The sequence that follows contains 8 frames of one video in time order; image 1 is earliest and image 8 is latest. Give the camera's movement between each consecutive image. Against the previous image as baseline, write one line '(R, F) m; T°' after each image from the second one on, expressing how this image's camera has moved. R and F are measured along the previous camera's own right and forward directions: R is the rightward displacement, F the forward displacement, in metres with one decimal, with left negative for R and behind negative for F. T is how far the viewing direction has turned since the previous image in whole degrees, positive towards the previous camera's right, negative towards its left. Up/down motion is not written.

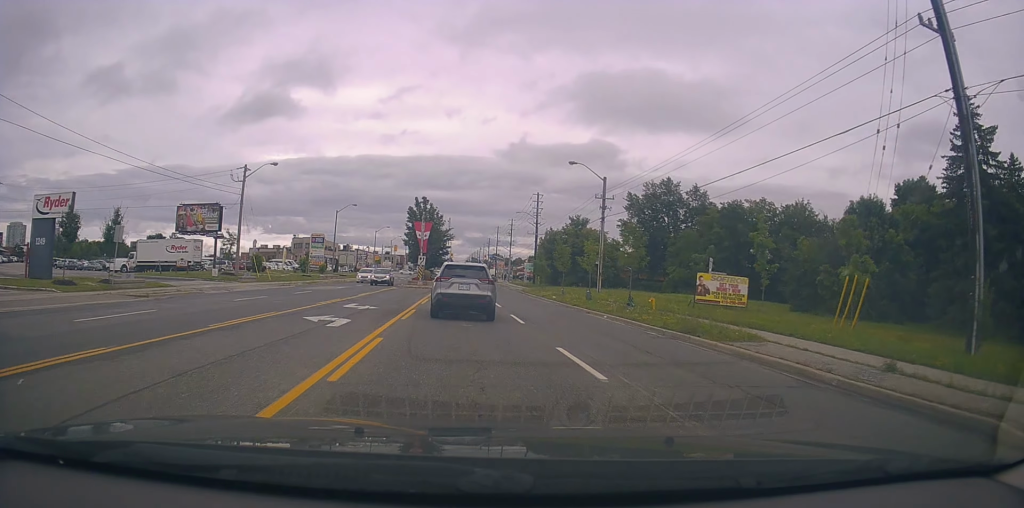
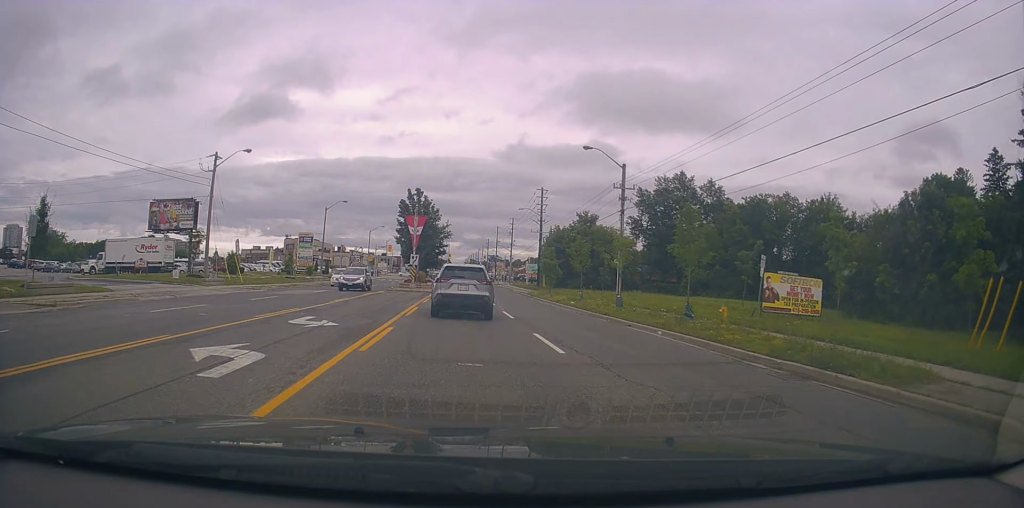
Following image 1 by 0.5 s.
(-0.3, +6.2) m; +1°
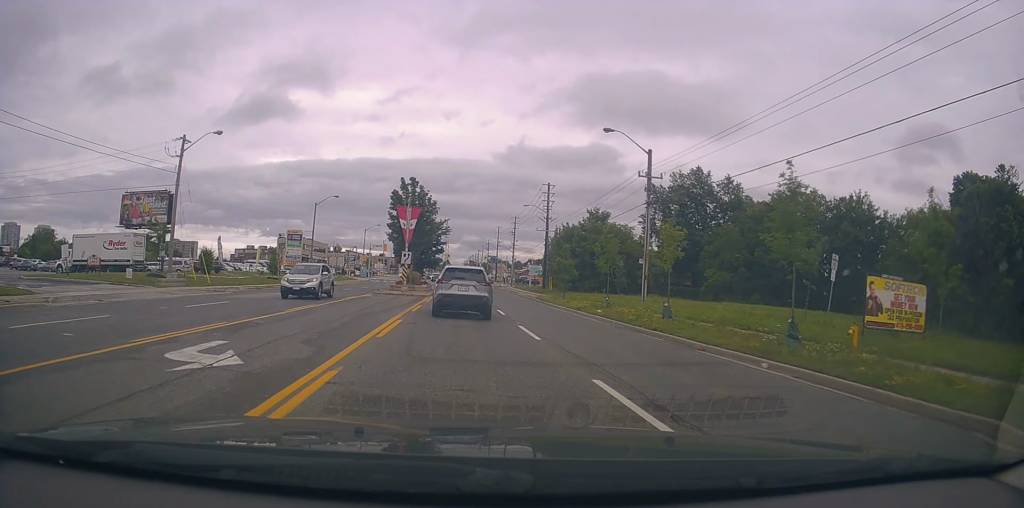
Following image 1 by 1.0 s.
(+0.5, +6.0) m; +2°
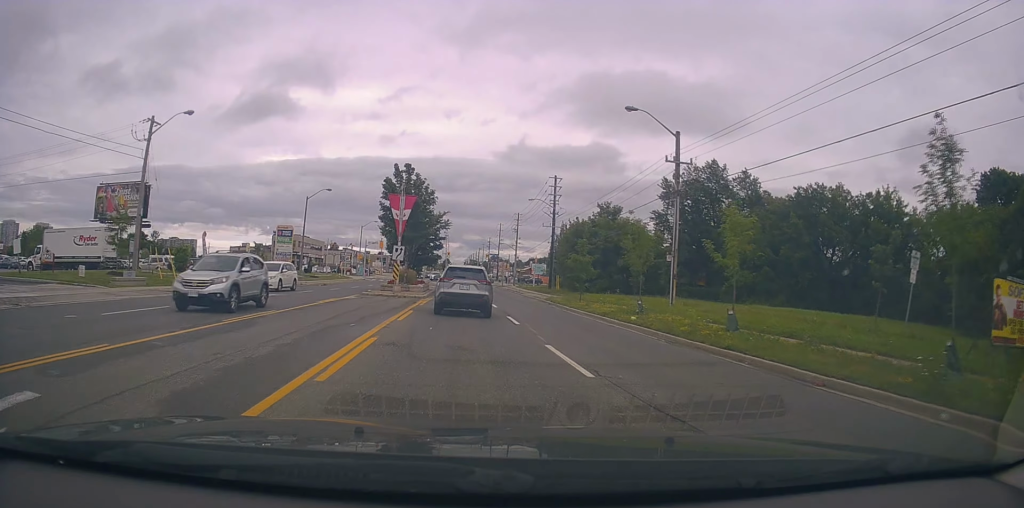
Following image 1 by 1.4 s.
(+0.3, +4.8) m; +1°
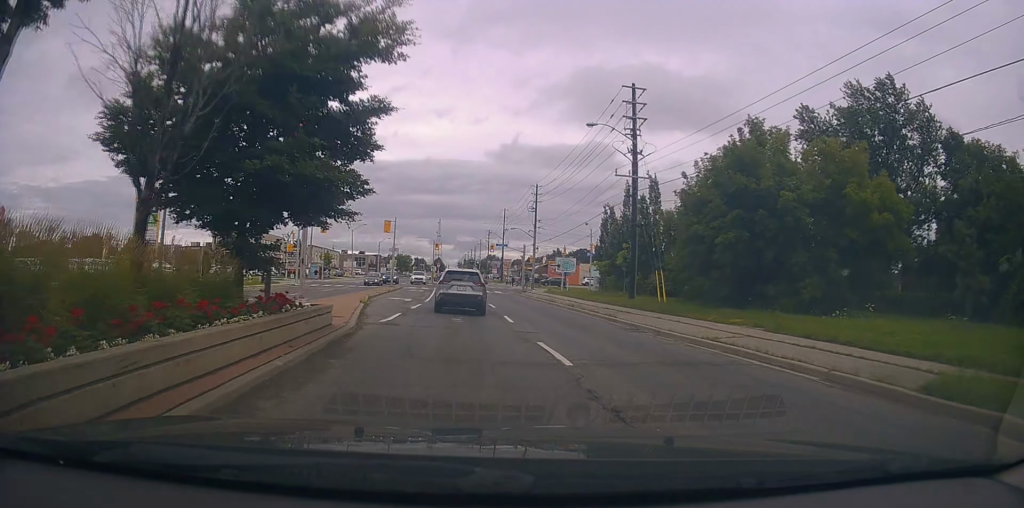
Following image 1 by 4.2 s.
(-1.7, +34.7) m; -2°
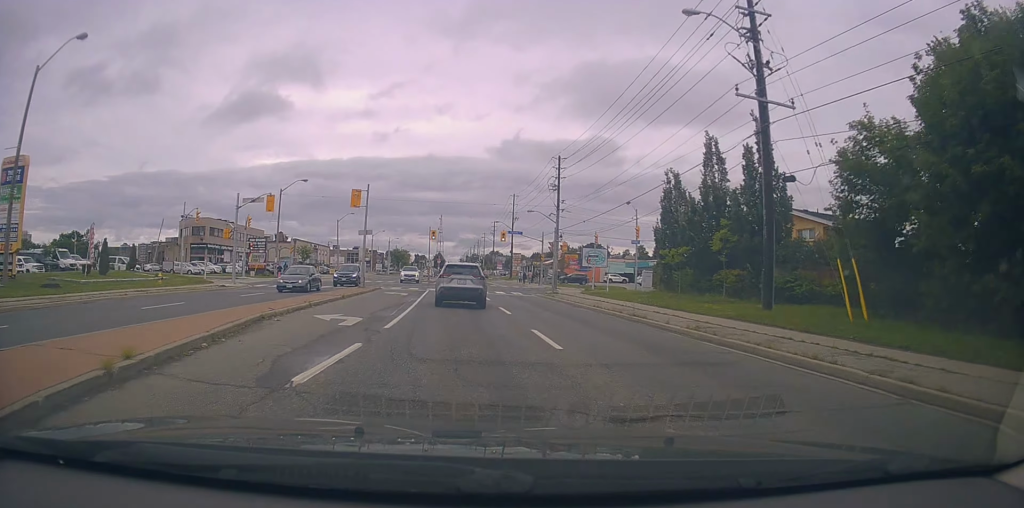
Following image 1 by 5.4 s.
(+0.3, +16.1) m; 0°
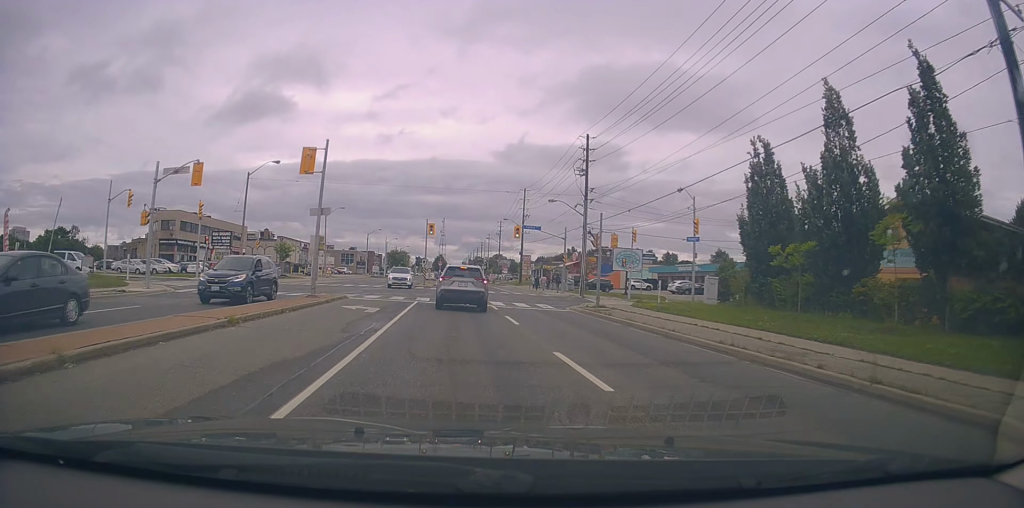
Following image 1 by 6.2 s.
(-0.3, +12.0) m; 0°
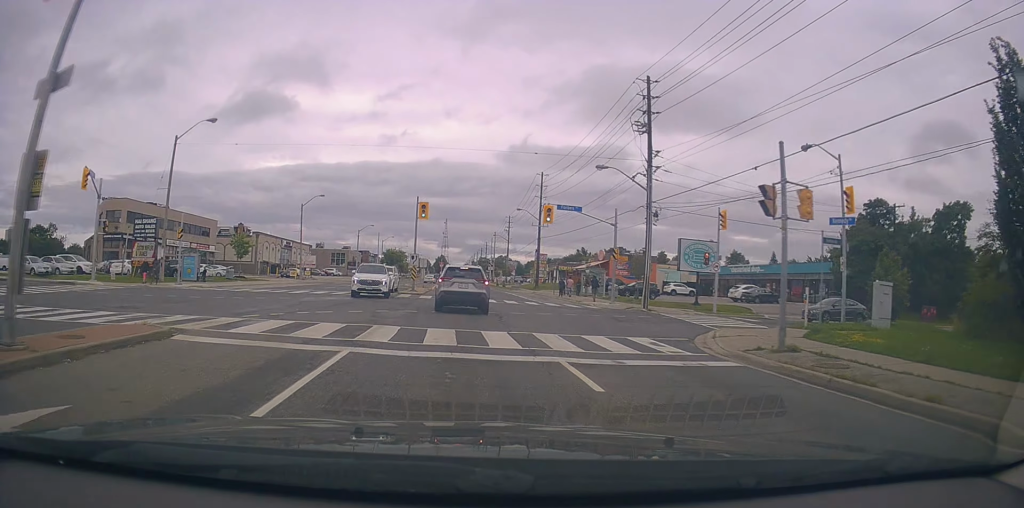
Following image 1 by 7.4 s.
(+0.2, +16.2) m; +1°
